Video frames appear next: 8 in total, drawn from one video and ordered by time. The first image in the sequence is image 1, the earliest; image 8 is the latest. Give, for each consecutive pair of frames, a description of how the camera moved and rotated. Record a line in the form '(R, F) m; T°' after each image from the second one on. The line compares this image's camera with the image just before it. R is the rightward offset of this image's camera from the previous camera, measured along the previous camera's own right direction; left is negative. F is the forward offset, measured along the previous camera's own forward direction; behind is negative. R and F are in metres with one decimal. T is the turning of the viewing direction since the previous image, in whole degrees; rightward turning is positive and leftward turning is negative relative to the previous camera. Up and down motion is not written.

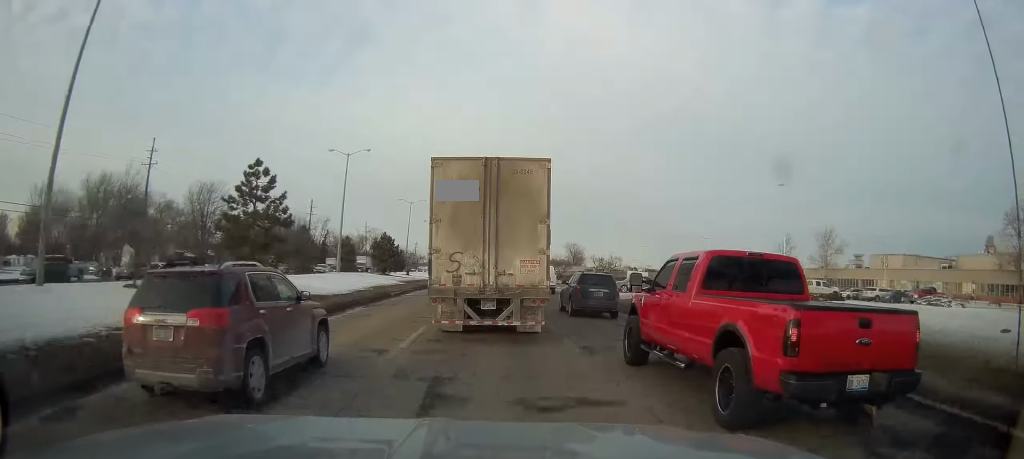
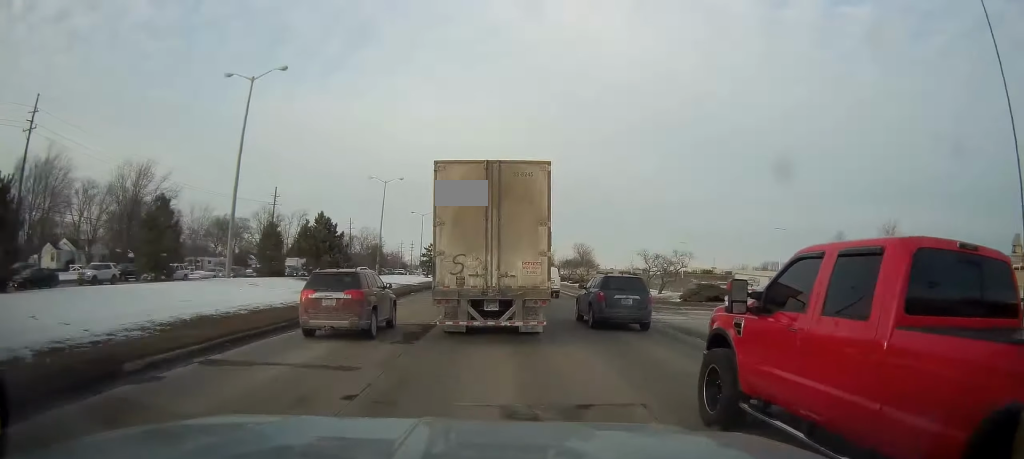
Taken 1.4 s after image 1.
(+0.4, +25.8) m; -1°
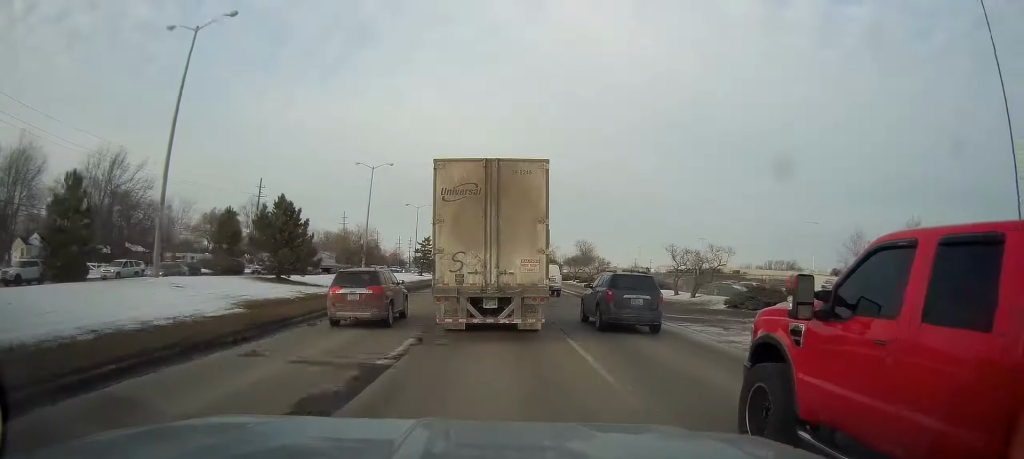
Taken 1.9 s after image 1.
(-0.3, +8.2) m; 0°
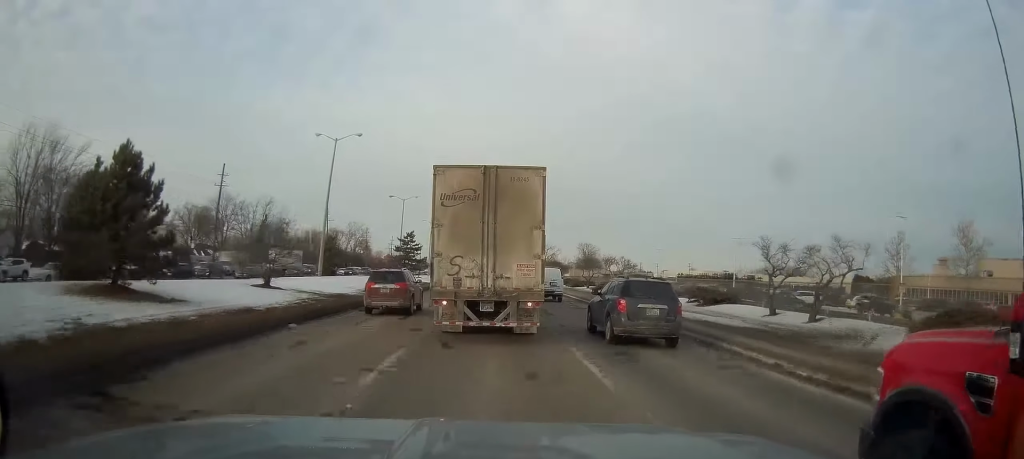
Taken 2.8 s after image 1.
(-0.1, +16.3) m; +1°
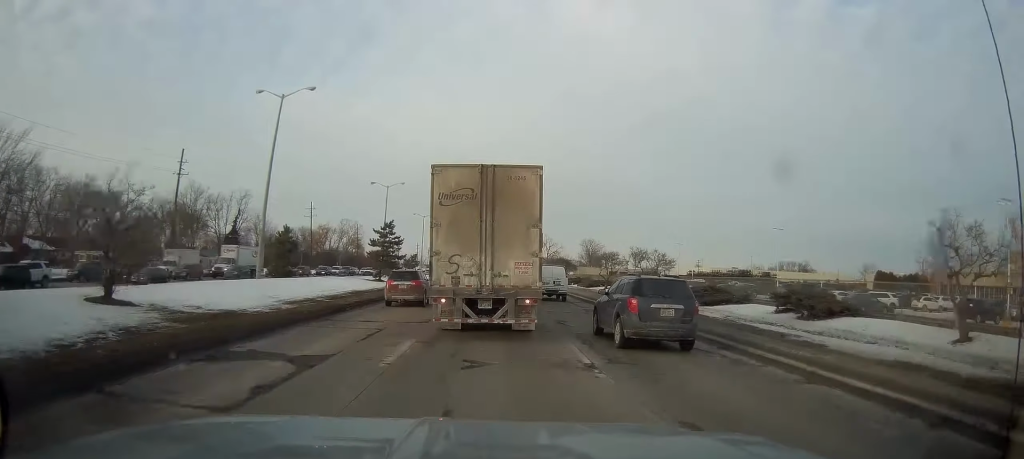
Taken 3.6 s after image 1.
(+0.3, +13.8) m; +1°
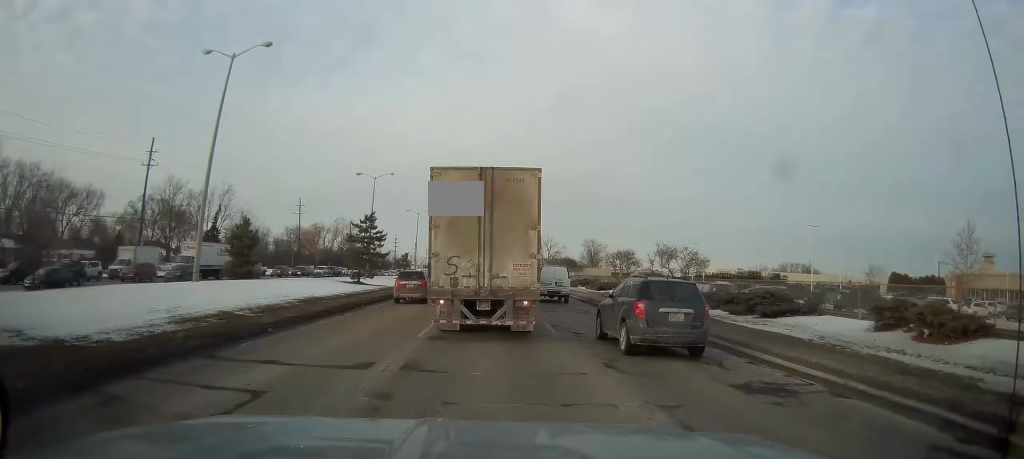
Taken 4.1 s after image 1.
(+0.1, +8.5) m; -1°
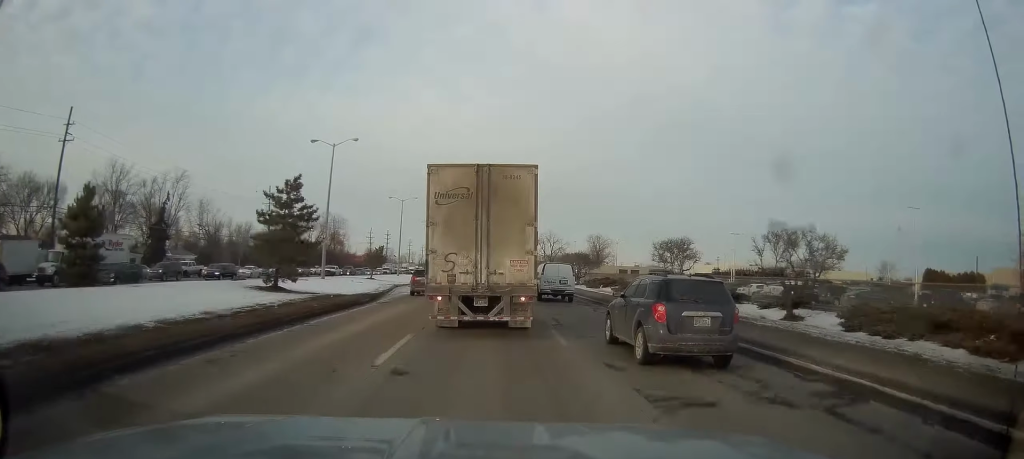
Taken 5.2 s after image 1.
(-0.5, +18.3) m; -1°
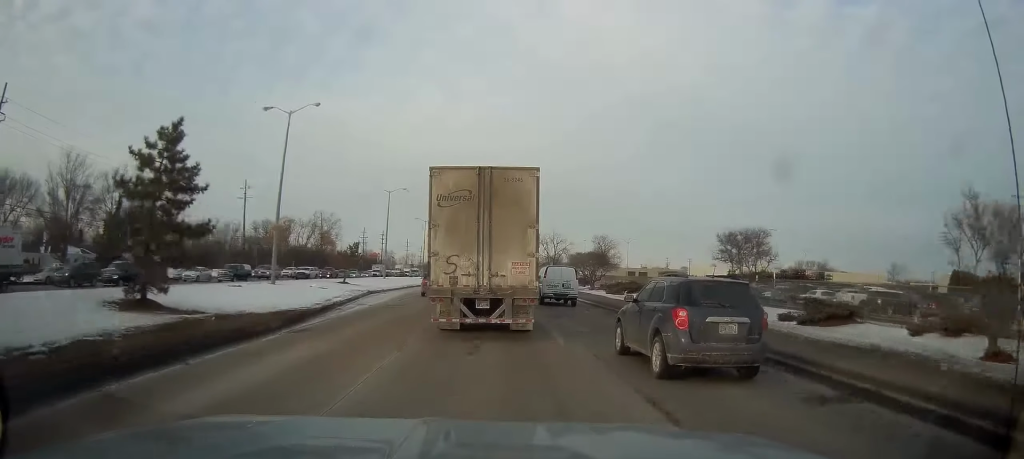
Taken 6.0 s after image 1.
(+0.2, +12.5) m; +1°
